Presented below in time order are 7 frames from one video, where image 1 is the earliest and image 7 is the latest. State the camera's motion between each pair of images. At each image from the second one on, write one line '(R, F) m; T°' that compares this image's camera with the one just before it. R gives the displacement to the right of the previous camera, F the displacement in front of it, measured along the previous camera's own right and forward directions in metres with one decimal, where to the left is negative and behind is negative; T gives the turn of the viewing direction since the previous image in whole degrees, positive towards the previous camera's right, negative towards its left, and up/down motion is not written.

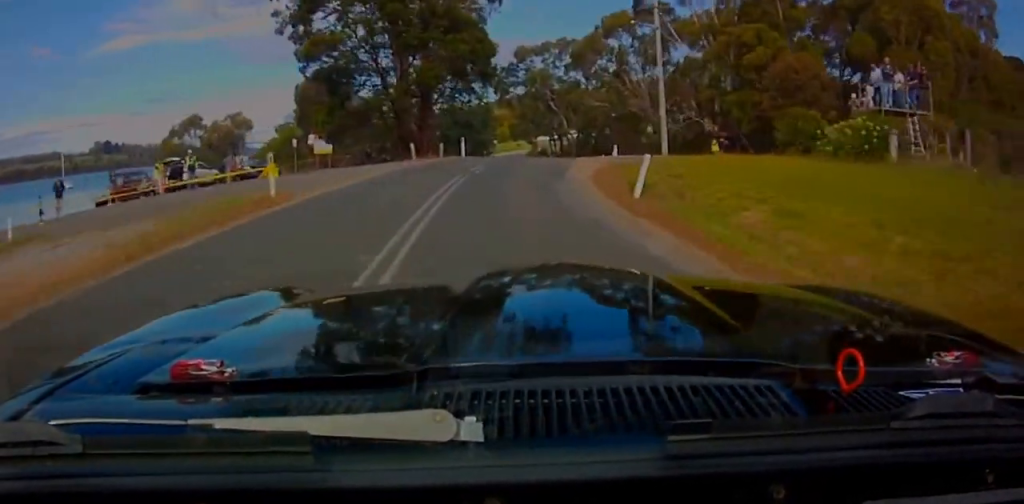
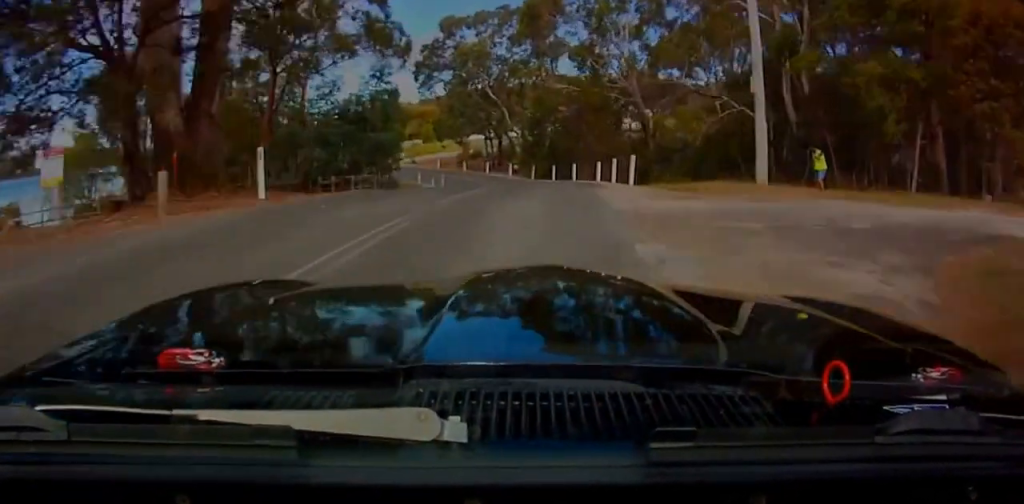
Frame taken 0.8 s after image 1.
(0.0, +24.1) m; 0°
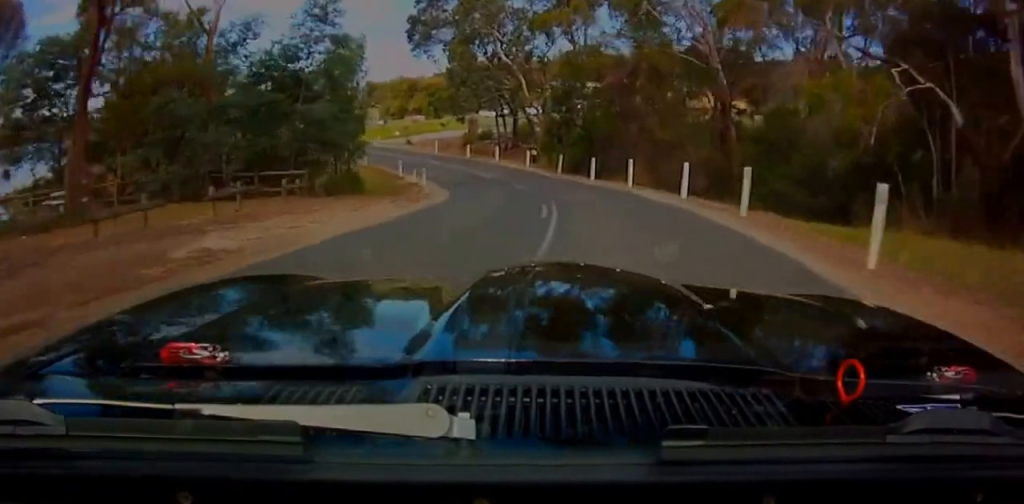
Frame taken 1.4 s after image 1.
(0.0, +15.3) m; -3°
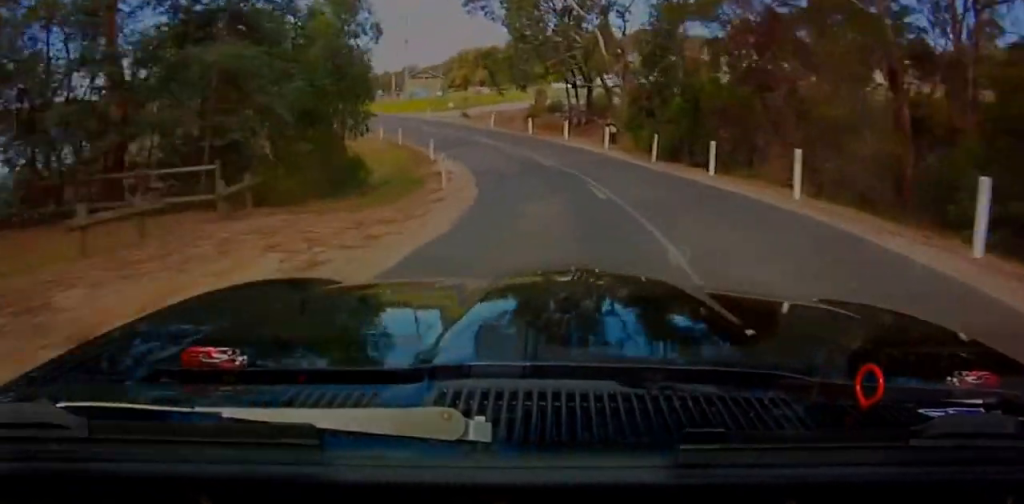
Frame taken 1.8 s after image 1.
(+0.6, +11.3) m; -5°
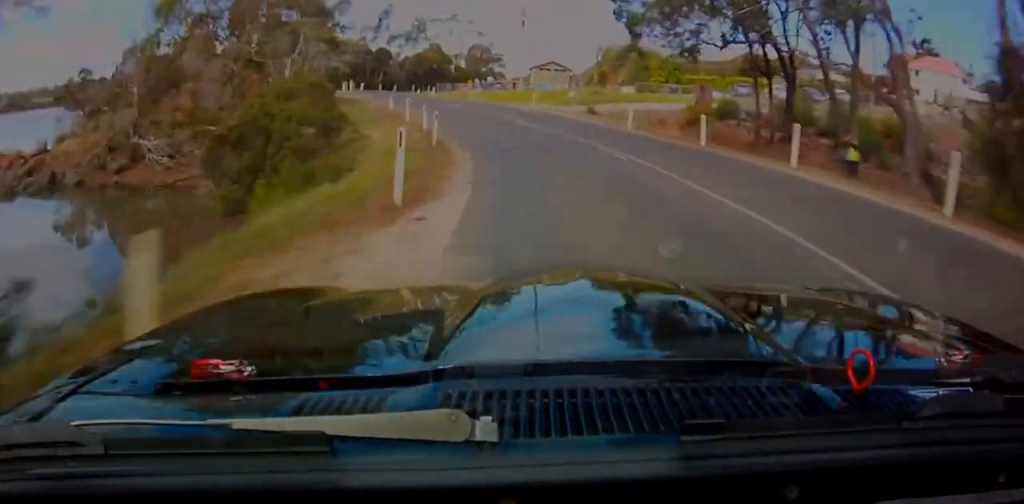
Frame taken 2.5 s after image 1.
(-1.5, +19.5) m; -9°
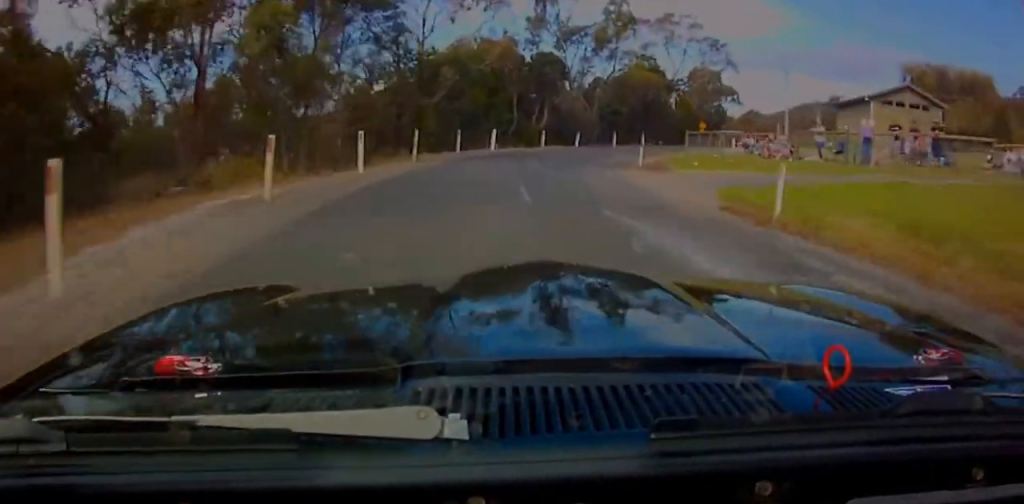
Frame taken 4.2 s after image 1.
(-7.7, +49.3) m; -9°
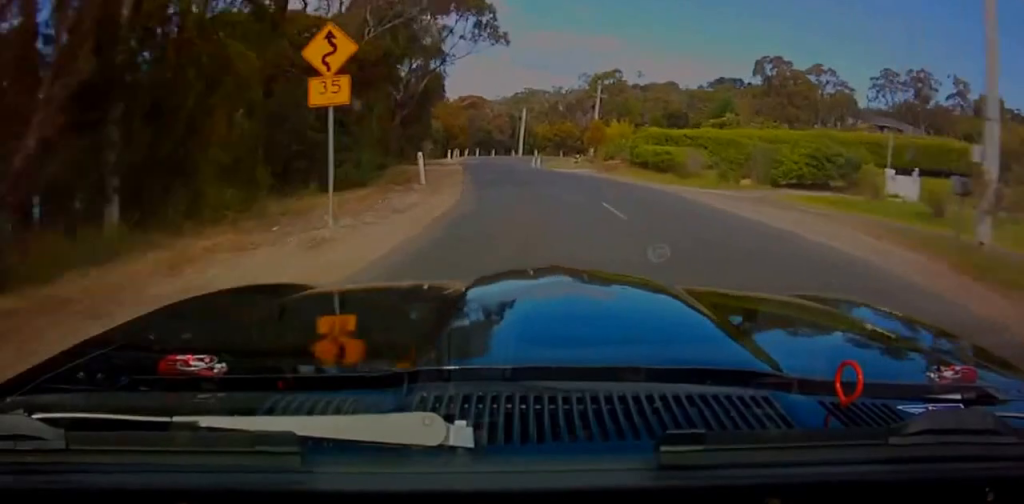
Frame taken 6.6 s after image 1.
(0.0, +68.1) m; +5°
